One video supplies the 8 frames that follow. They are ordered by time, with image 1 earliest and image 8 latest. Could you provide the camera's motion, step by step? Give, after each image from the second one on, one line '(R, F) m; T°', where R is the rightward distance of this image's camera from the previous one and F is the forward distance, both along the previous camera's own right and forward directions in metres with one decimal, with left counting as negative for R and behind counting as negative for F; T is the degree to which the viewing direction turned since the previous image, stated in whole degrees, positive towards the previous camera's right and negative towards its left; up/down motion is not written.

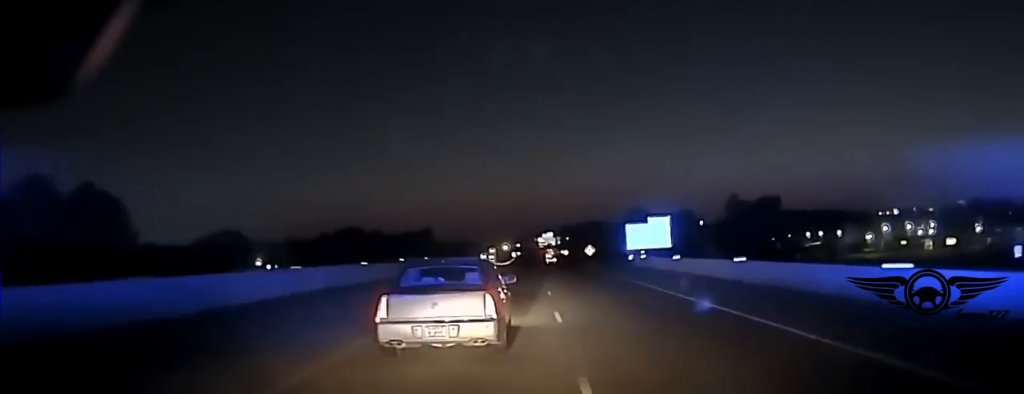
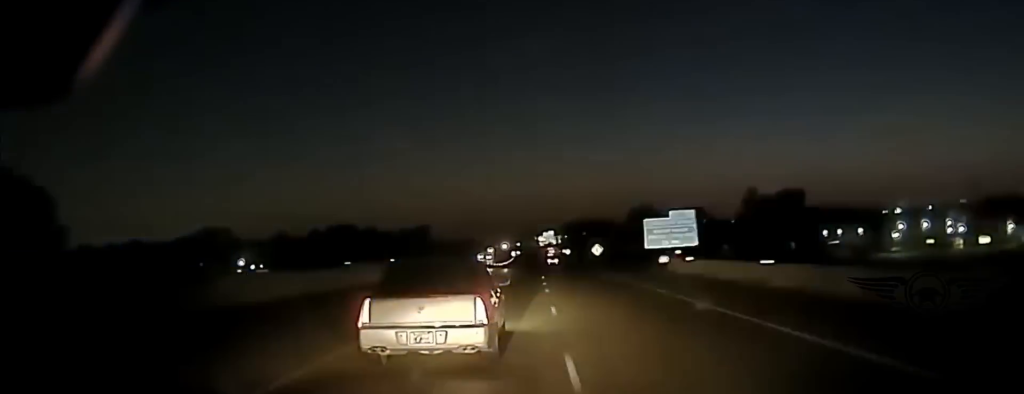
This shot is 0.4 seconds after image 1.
(0.0, +18.5) m; 0°
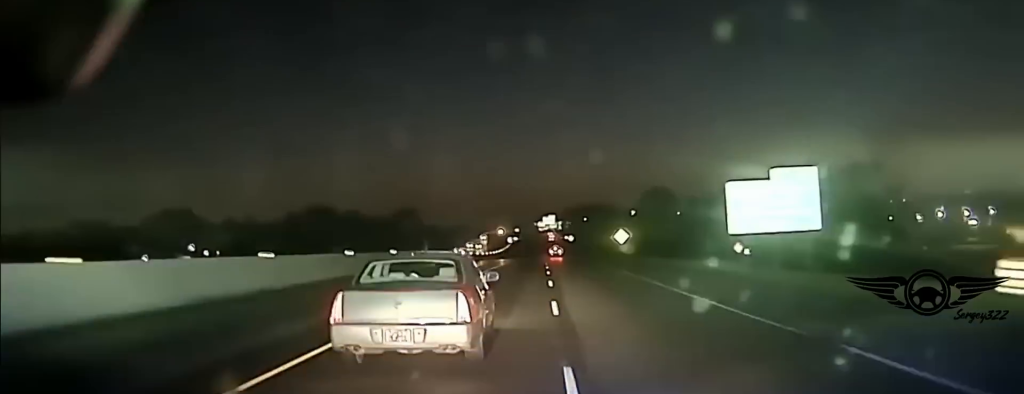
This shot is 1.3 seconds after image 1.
(+0.1, +38.0) m; 0°
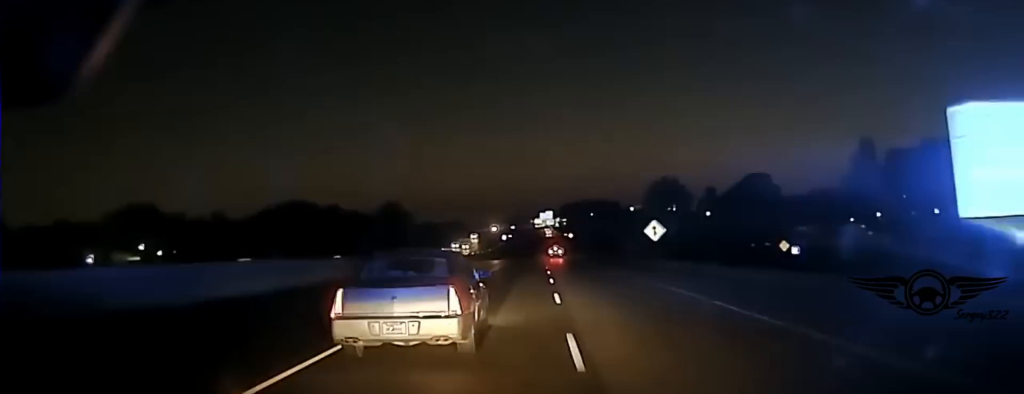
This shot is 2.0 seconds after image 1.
(0.0, +26.9) m; 0°
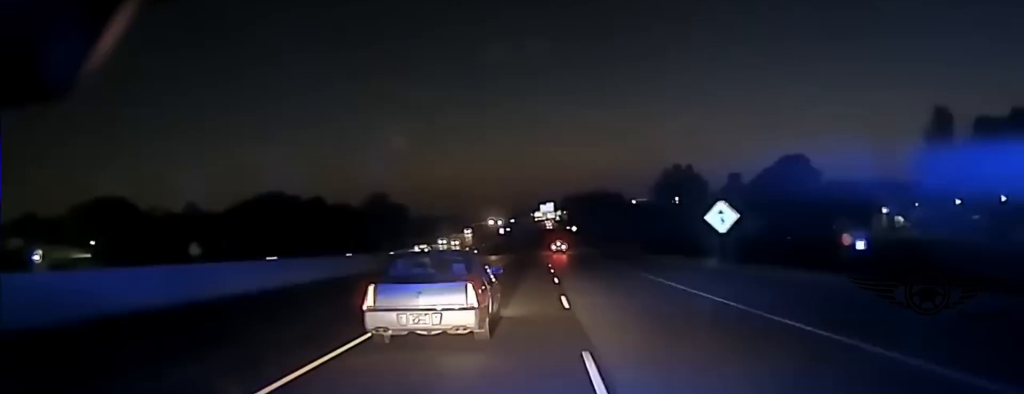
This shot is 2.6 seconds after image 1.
(0.0, +25.5) m; 0°
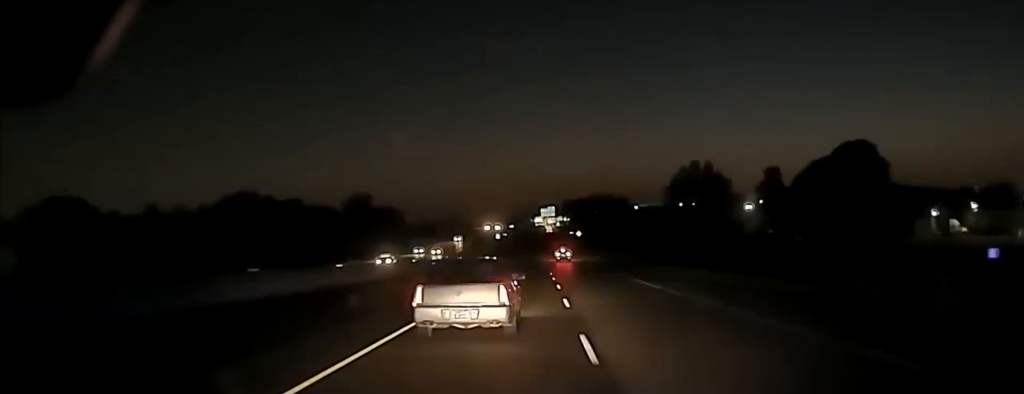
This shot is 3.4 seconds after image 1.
(0.0, +32.7) m; 0°
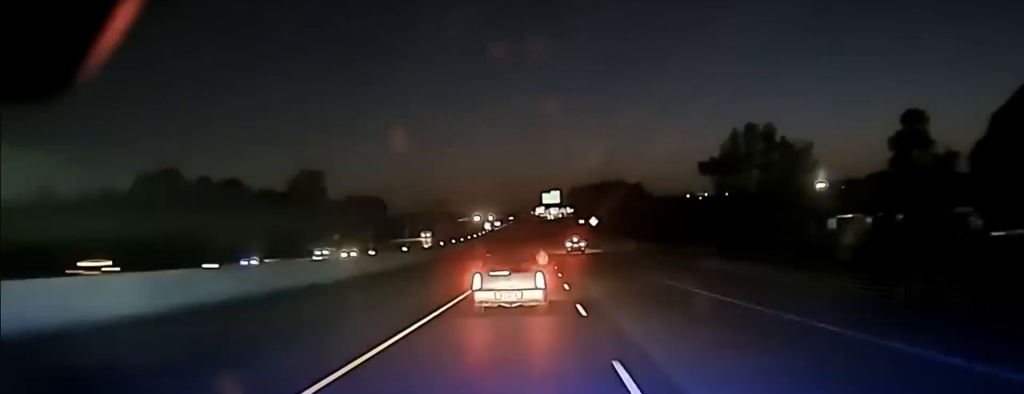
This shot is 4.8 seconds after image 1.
(-0.1, +69.8) m; 0°
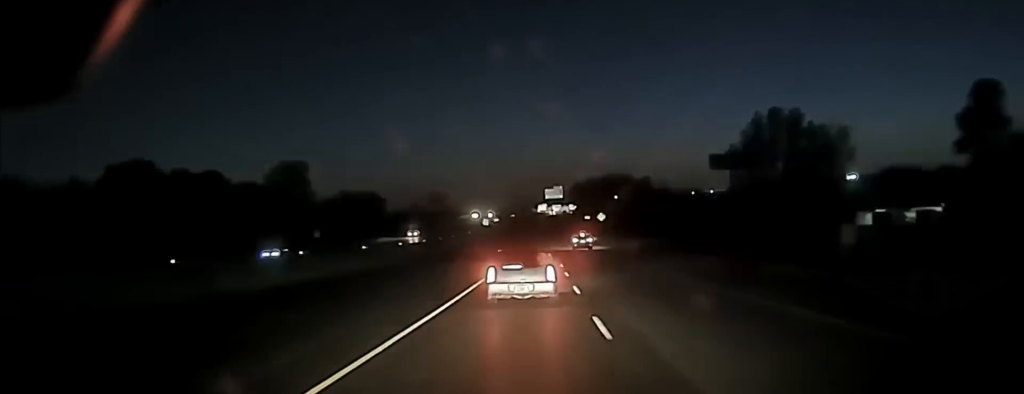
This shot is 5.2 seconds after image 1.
(0.0, +20.0) m; 0°
